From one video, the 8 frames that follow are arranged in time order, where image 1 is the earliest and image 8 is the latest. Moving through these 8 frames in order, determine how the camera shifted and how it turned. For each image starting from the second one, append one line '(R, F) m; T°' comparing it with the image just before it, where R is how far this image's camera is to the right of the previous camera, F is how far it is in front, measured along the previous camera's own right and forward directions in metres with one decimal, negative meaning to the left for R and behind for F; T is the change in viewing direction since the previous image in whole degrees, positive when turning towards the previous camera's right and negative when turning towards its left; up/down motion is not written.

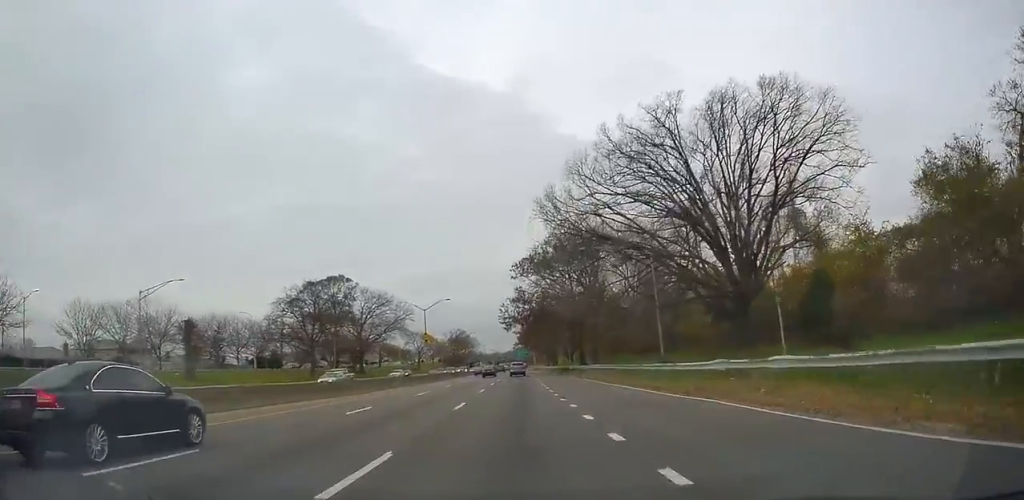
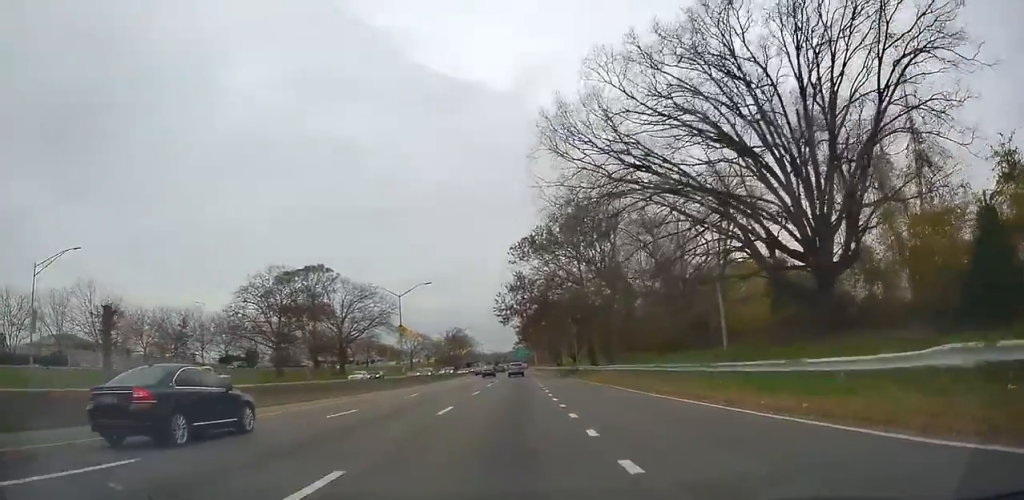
(0.0, +13.5) m; 0°
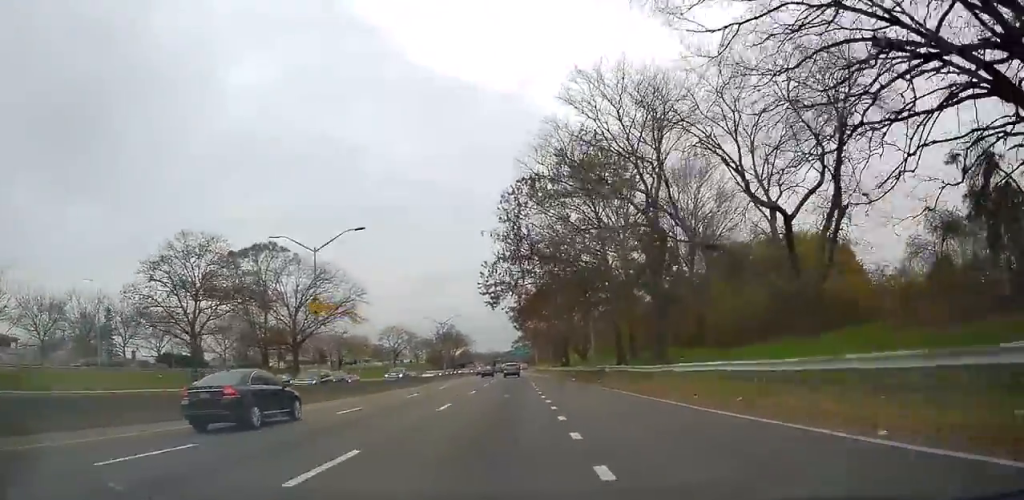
(-0.1, +21.8) m; -1°
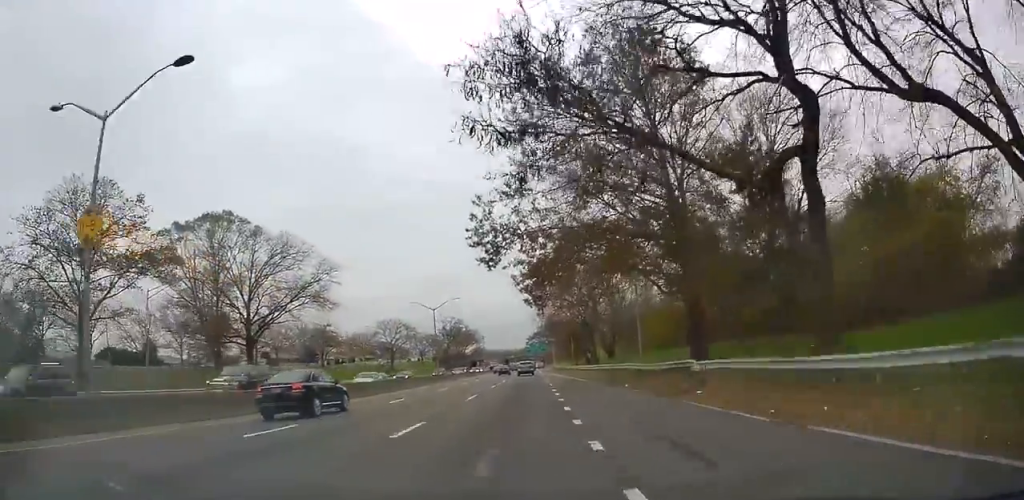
(-0.4, +19.5) m; 0°
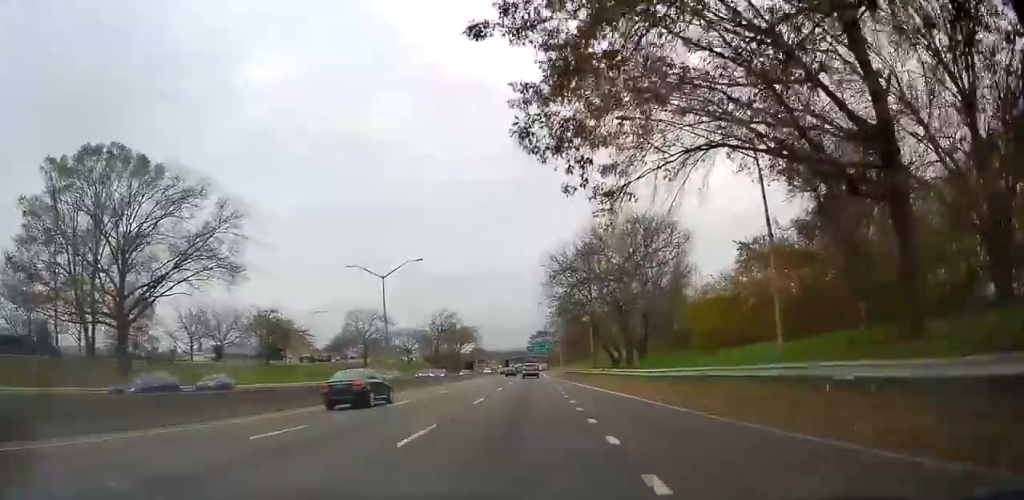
(+0.5, +25.1) m; 0°
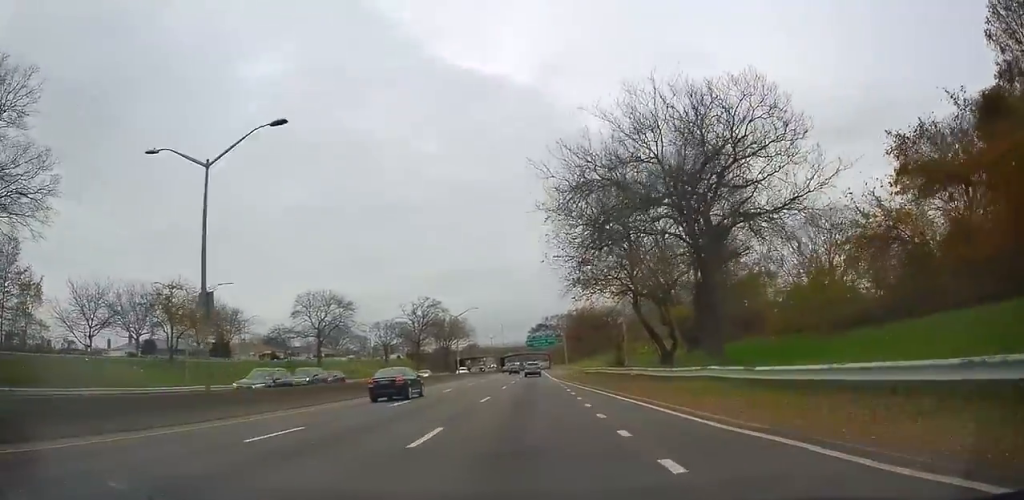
(-0.5, +24.7) m; -1°
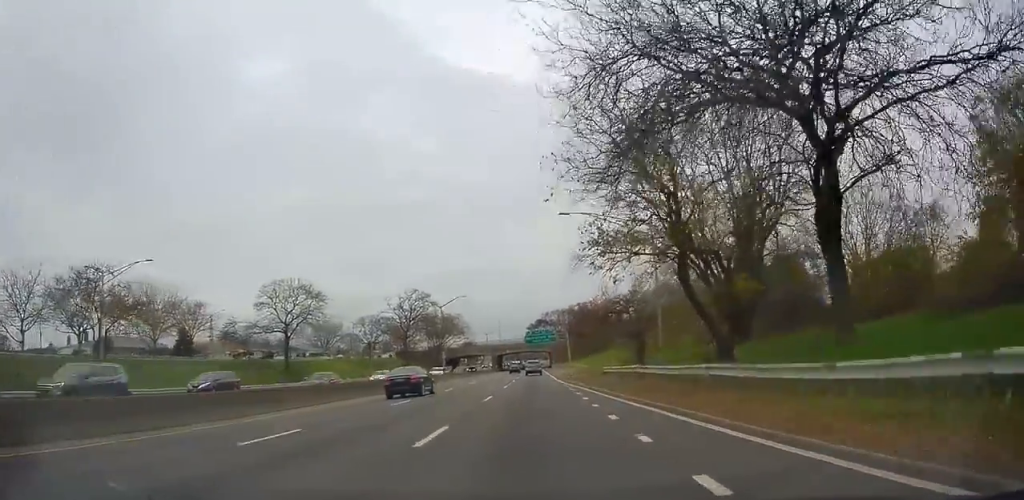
(0.0, +12.2) m; -1°
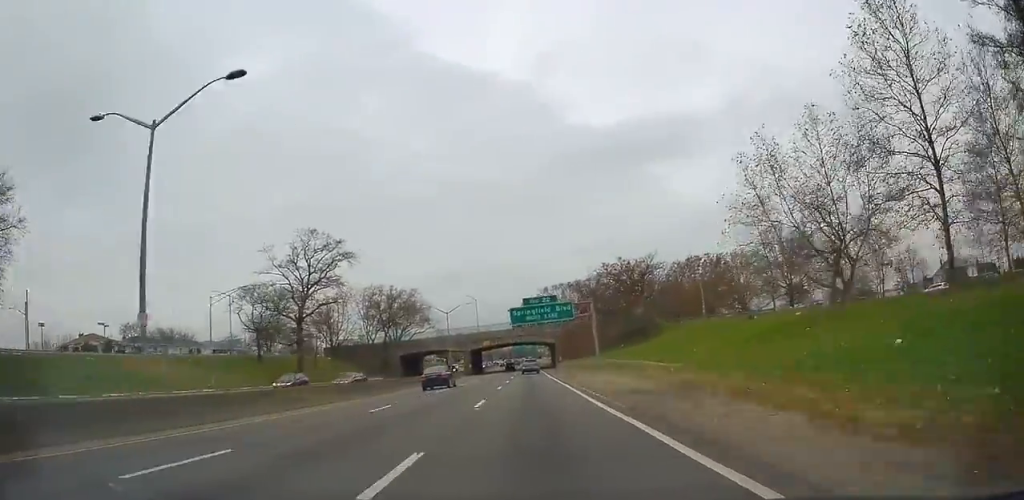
(-0.4, +51.5) m; 0°
